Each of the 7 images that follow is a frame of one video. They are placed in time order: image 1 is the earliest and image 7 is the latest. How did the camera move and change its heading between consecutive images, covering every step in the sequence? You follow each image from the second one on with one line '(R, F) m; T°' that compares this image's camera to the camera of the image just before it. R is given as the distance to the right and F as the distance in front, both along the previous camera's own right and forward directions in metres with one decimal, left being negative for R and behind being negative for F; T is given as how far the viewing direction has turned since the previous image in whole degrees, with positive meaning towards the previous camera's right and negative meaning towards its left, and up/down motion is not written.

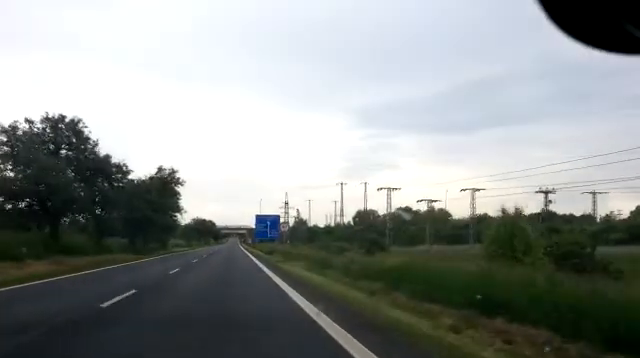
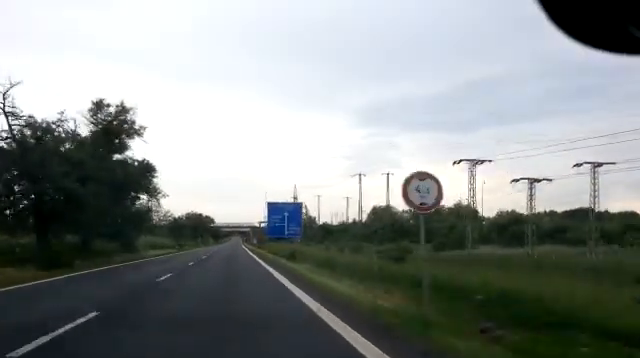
(0.0, +22.7) m; +1°
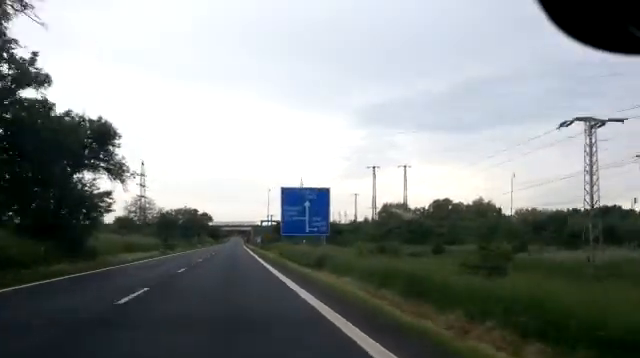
(+0.3, +14.5) m; 0°
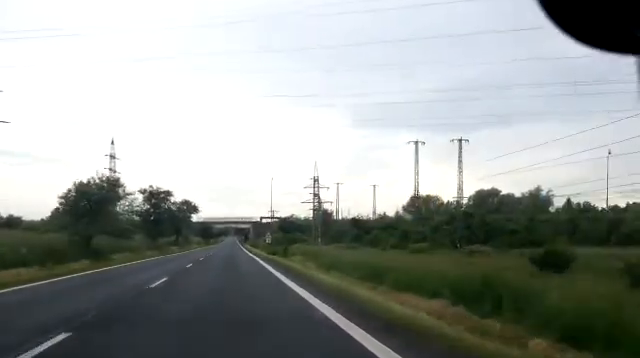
(0.0, +33.9) m; -1°
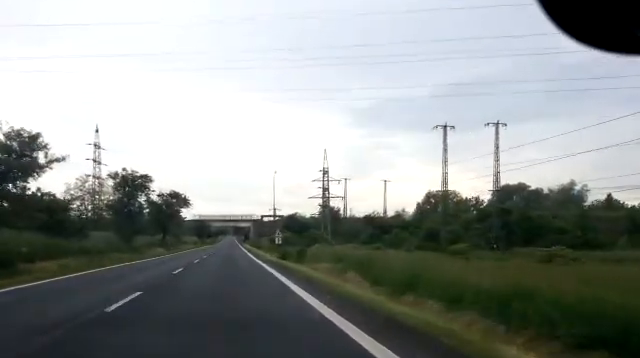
(-0.1, +13.8) m; 0°
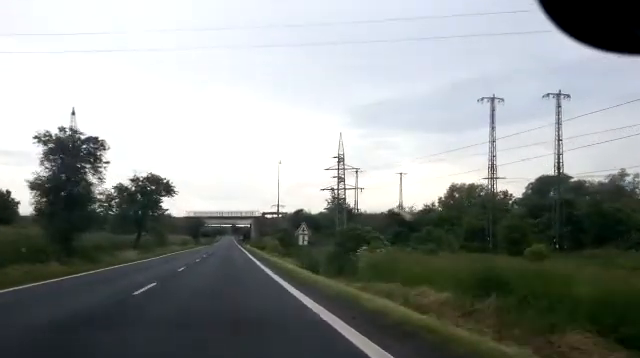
(-0.1, +16.2) m; 0°
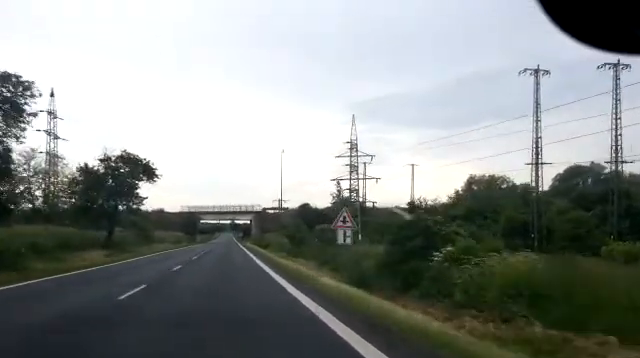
(+0.2, +10.6) m; 0°
